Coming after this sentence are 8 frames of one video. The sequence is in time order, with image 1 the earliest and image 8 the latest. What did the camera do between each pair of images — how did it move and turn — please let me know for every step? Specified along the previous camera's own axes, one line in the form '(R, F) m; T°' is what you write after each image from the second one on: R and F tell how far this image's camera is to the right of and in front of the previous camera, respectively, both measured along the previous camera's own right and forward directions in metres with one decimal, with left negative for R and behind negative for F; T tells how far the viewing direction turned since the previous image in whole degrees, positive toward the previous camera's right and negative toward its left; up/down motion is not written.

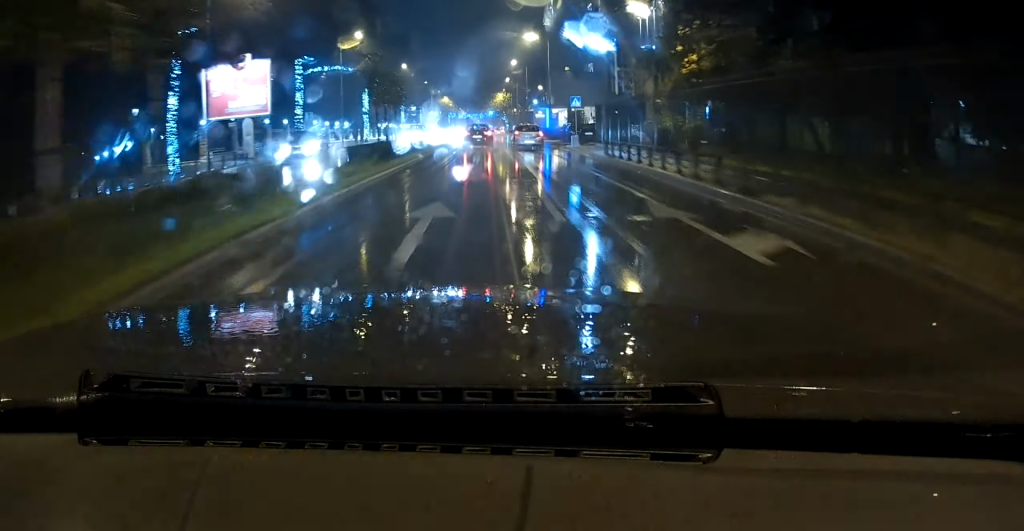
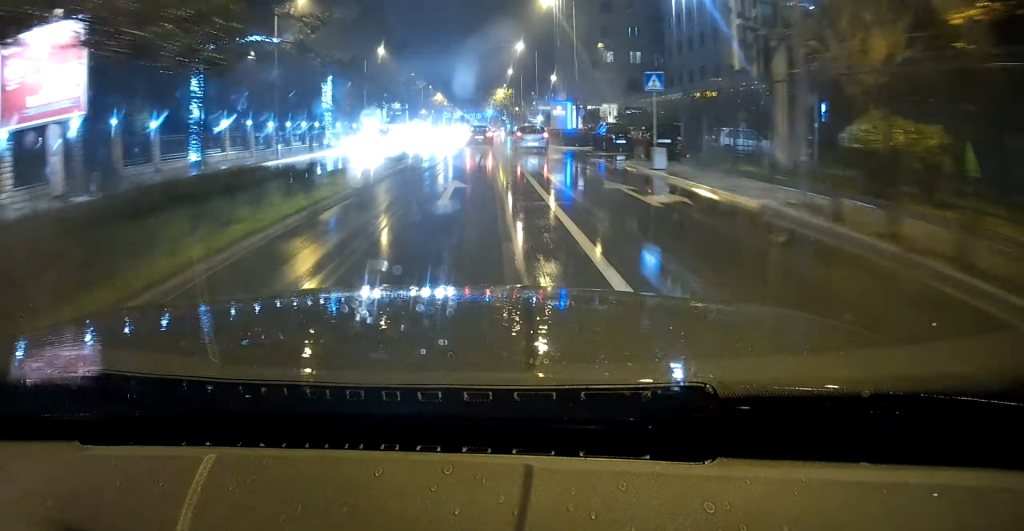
(-0.3, +18.5) m; 0°
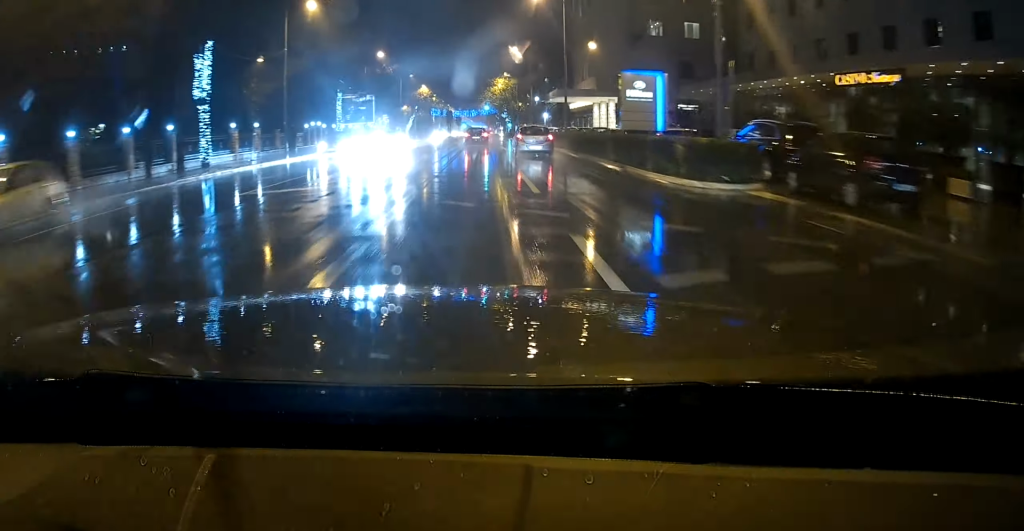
(+0.3, +27.2) m; +1°
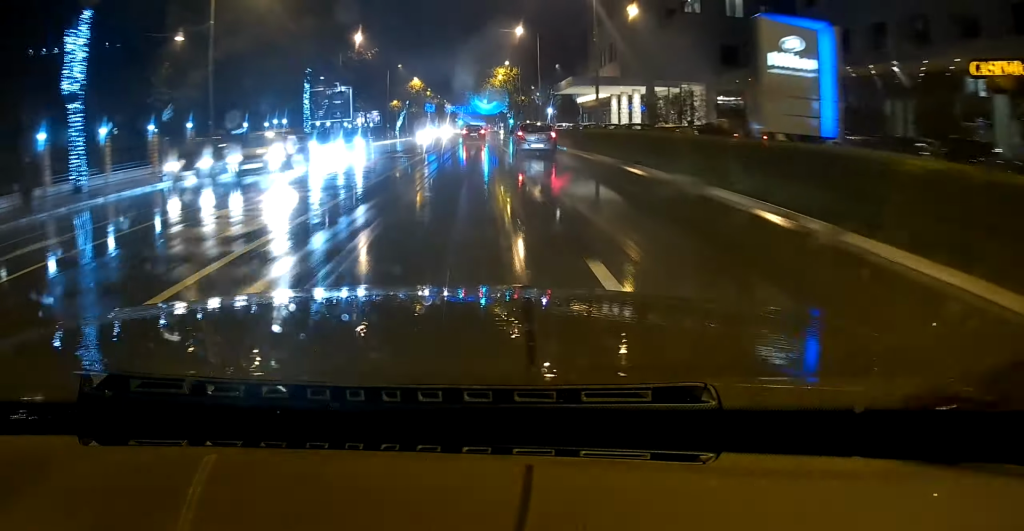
(0.0, +12.0) m; 0°
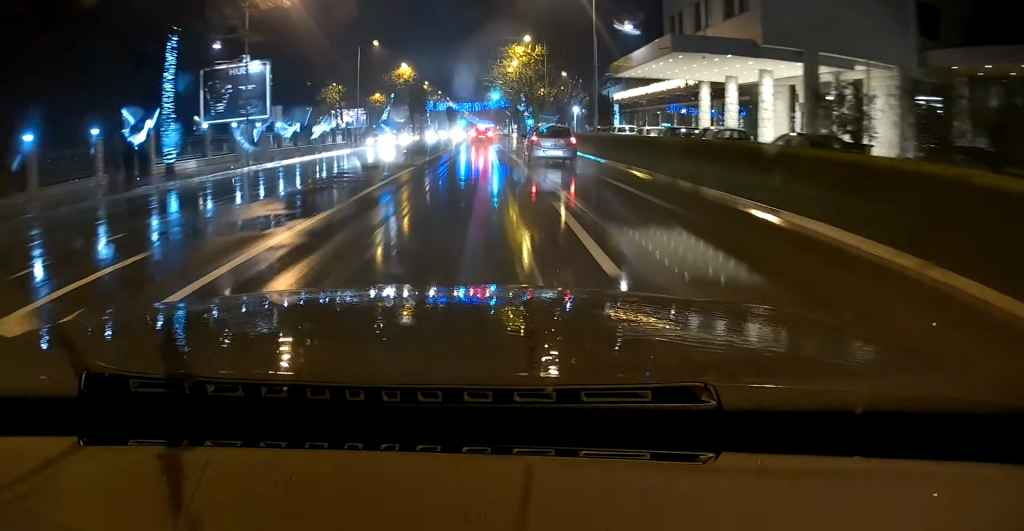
(-0.2, +26.2) m; -1°
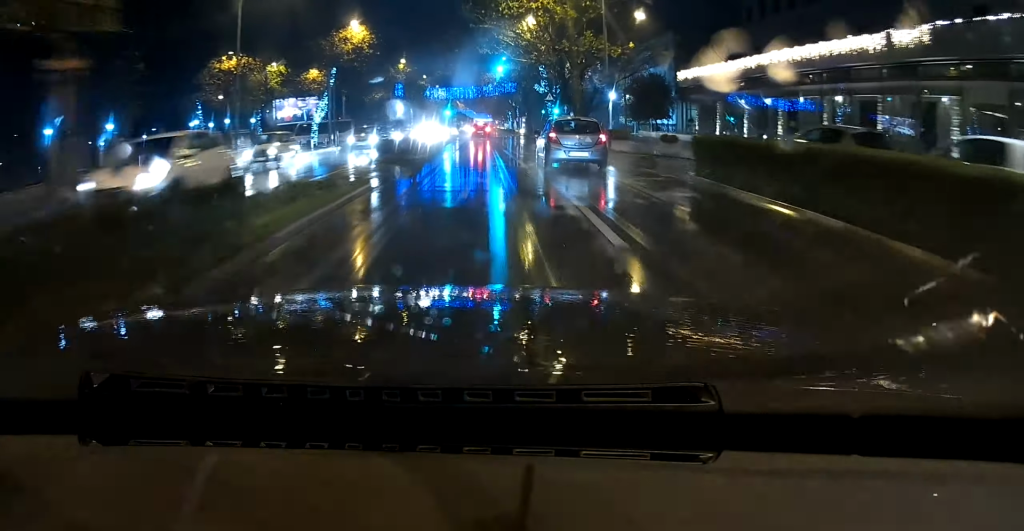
(0.0, +30.9) m; 0°
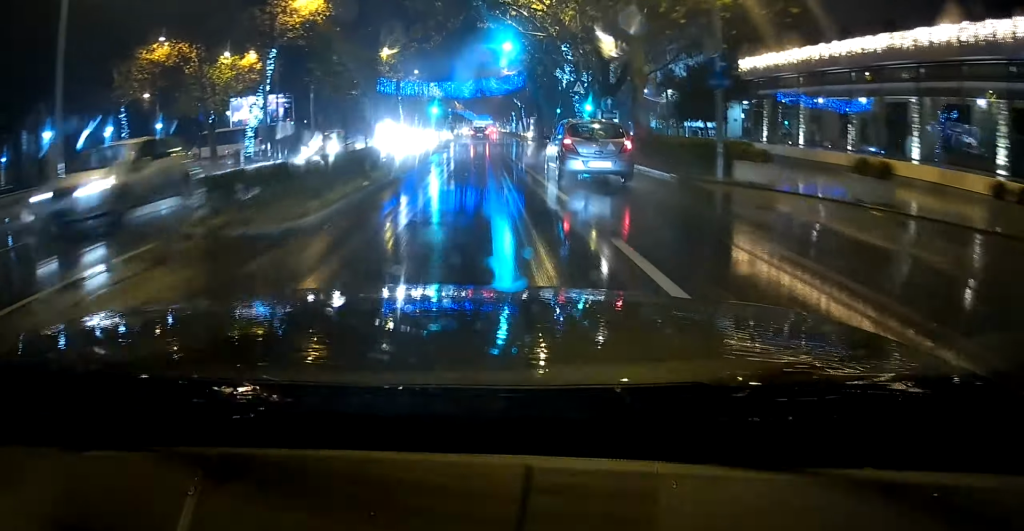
(+0.1, +15.3) m; 0°
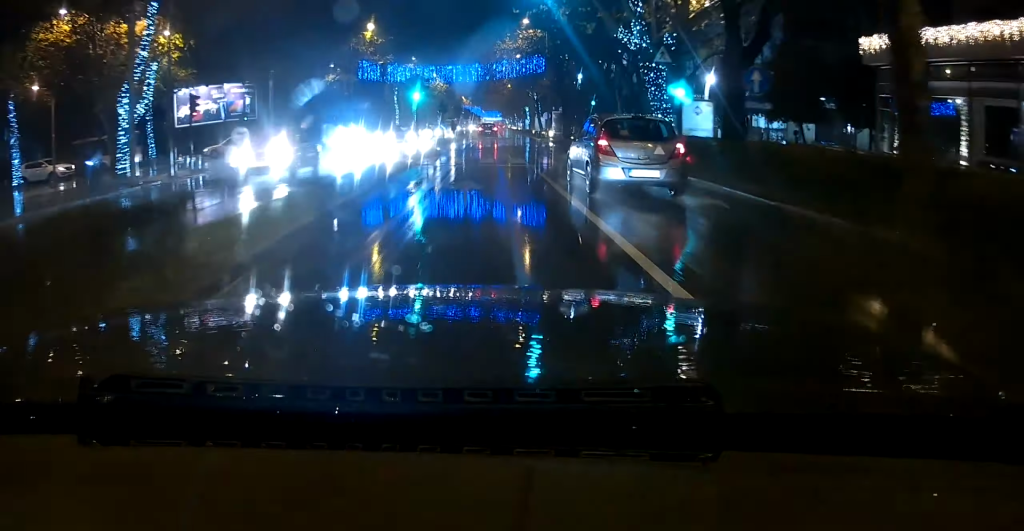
(-0.1, +15.2) m; 0°
